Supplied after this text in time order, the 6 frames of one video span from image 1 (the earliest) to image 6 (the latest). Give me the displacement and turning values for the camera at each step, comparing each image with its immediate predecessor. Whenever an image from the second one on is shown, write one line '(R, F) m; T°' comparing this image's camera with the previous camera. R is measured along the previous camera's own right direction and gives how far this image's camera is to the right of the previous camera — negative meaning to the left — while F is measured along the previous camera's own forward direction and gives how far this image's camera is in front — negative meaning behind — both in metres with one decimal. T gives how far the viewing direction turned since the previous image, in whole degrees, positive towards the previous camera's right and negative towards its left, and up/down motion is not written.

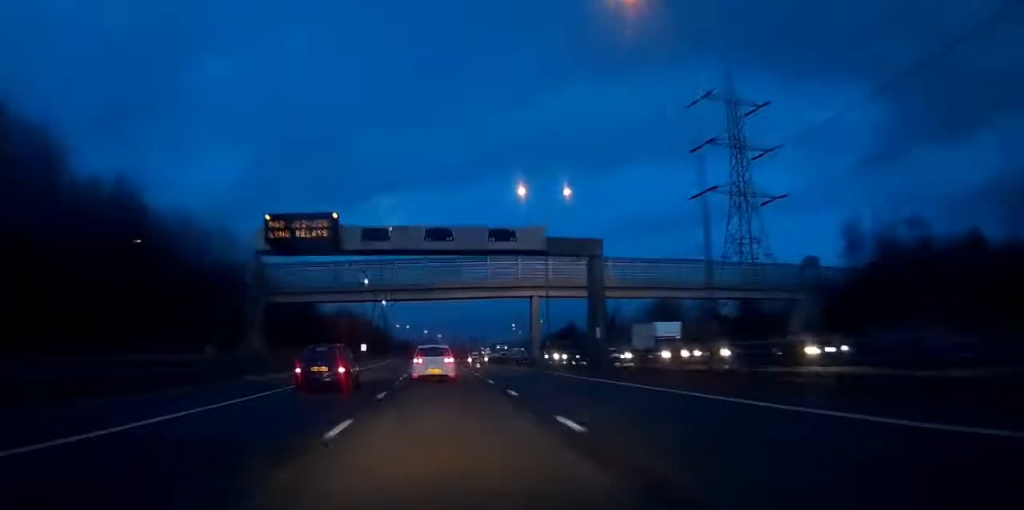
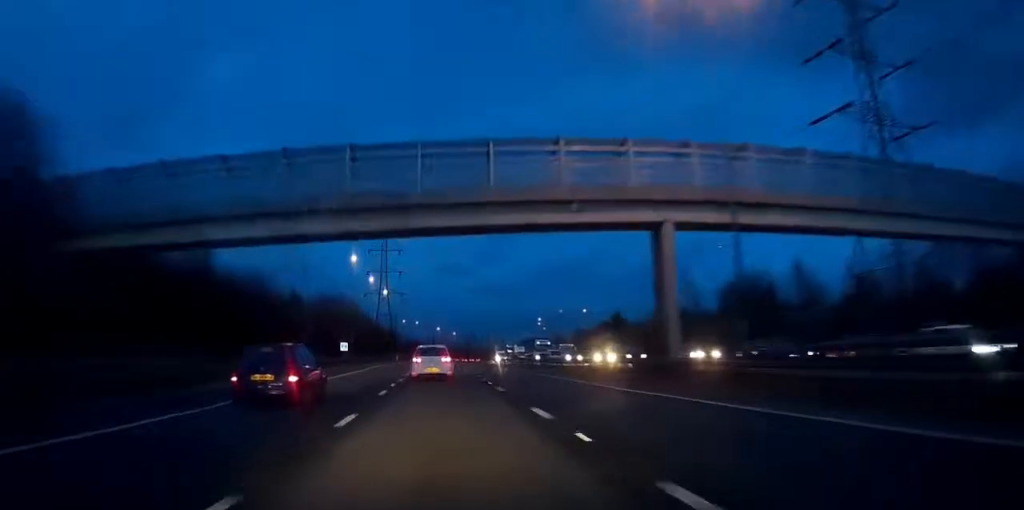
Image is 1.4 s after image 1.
(-0.6, +40.9) m; -2°
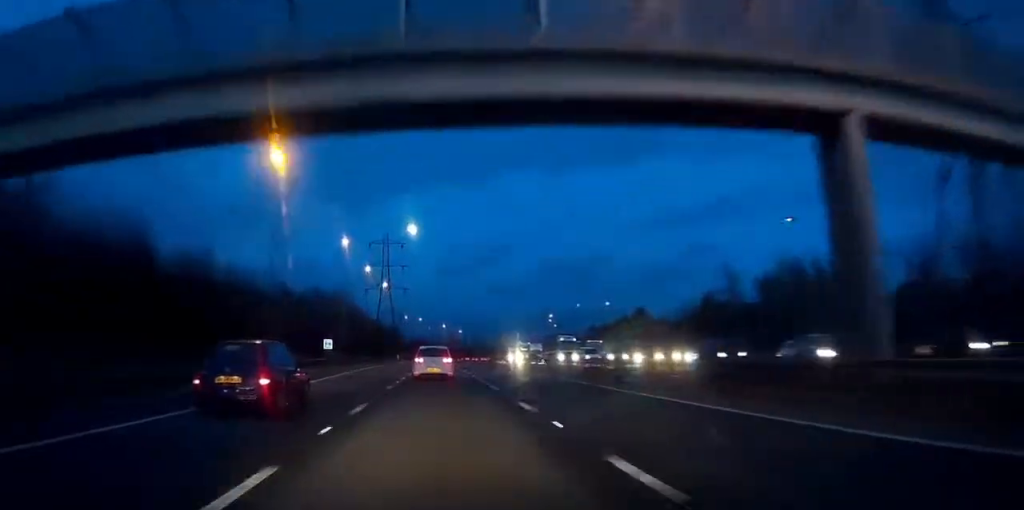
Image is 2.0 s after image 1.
(-0.2, +16.1) m; -1°
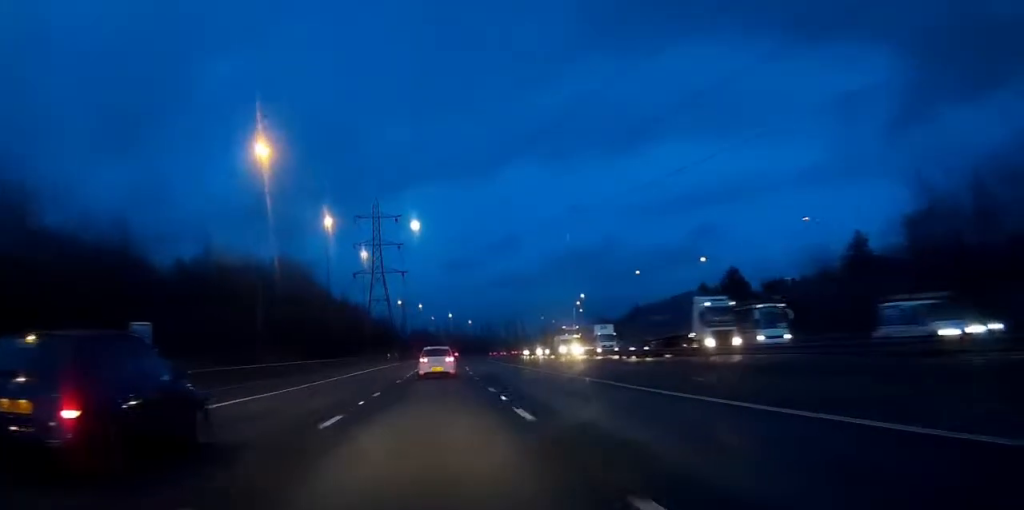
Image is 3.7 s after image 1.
(-0.7, +48.2) m; -1°
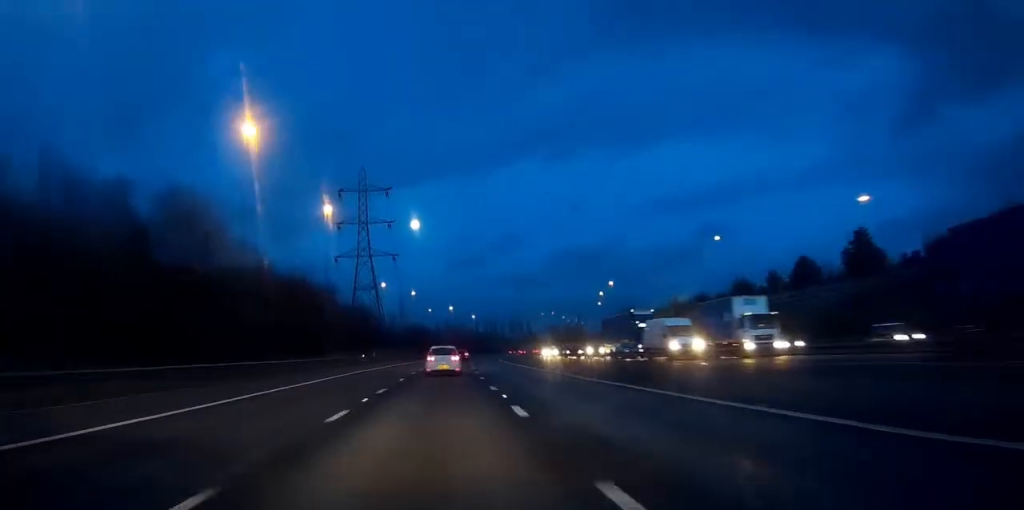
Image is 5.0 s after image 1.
(0.0, +36.4) m; +1°
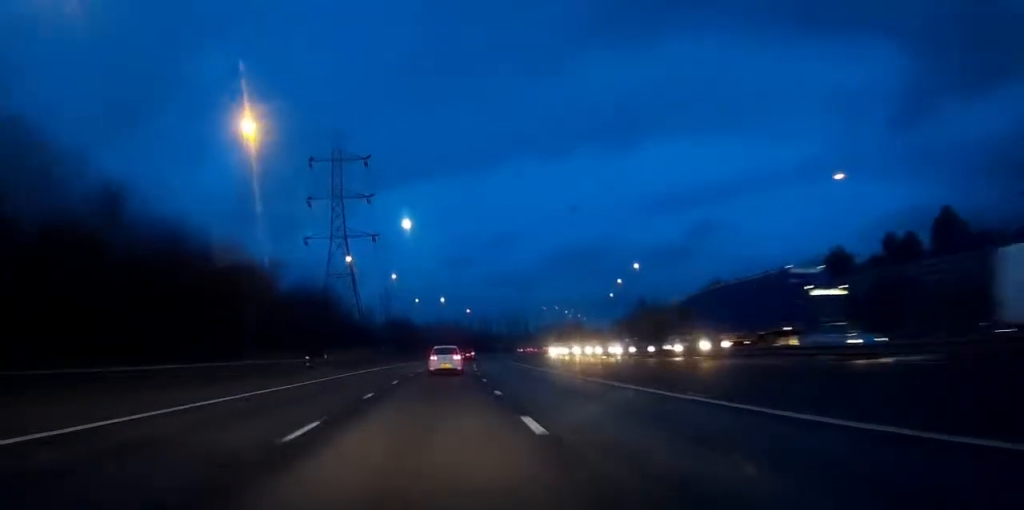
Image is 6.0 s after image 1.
(+0.2, +29.7) m; +1°
